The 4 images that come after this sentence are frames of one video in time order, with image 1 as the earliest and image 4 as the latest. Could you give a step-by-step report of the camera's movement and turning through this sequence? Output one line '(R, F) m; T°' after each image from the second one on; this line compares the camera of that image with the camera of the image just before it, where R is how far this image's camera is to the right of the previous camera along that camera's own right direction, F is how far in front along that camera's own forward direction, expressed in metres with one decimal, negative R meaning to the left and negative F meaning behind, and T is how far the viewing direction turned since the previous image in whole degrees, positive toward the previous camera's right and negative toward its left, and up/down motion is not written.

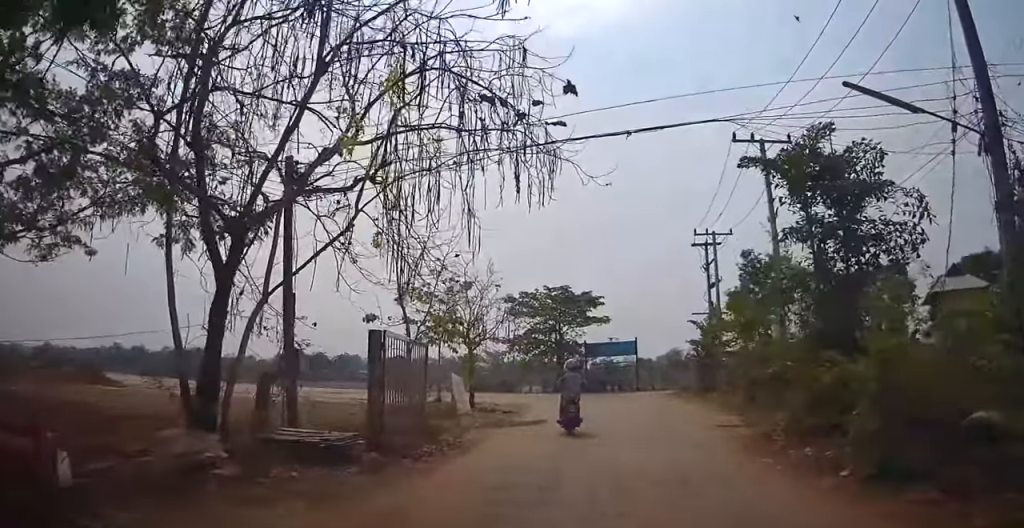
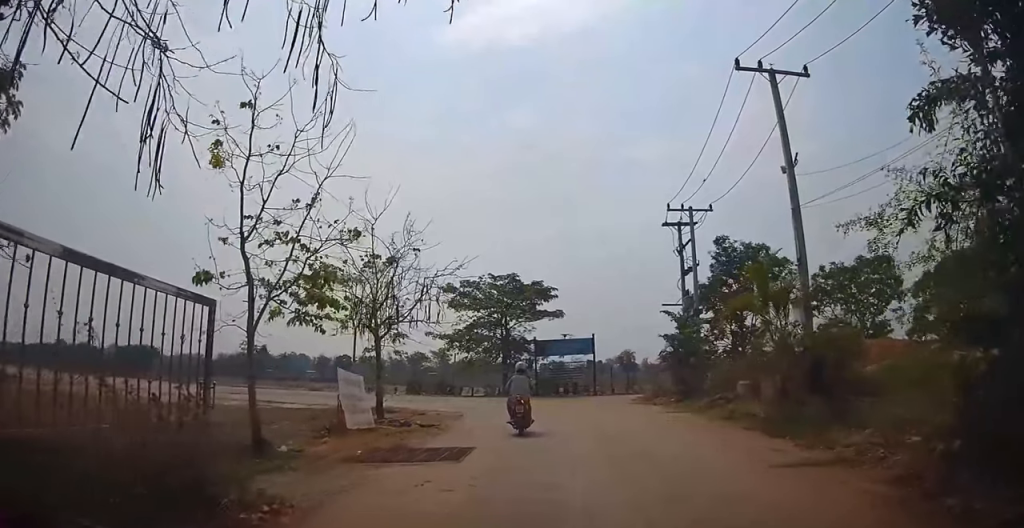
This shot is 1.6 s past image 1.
(+0.3, +5.9) m; +16°
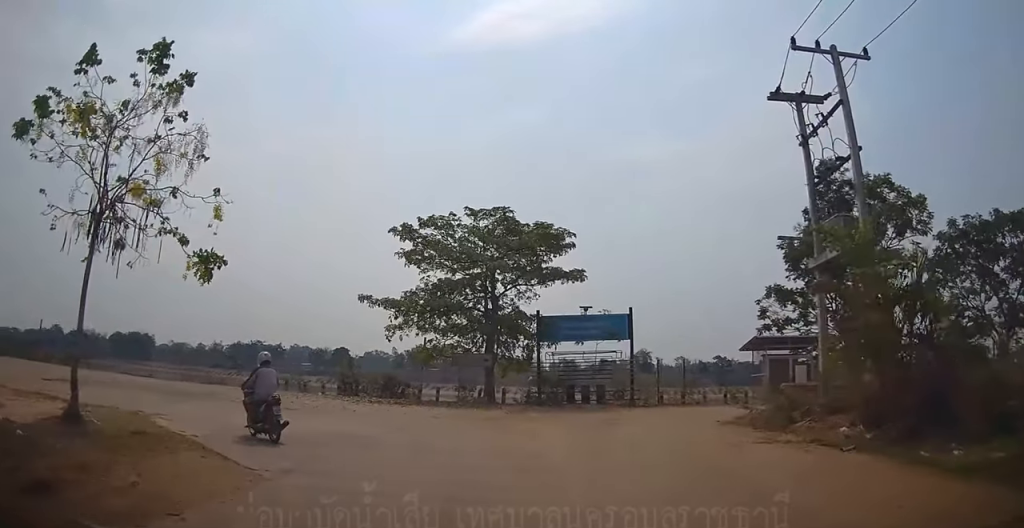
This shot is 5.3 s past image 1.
(+1.6, +13.3) m; -4°
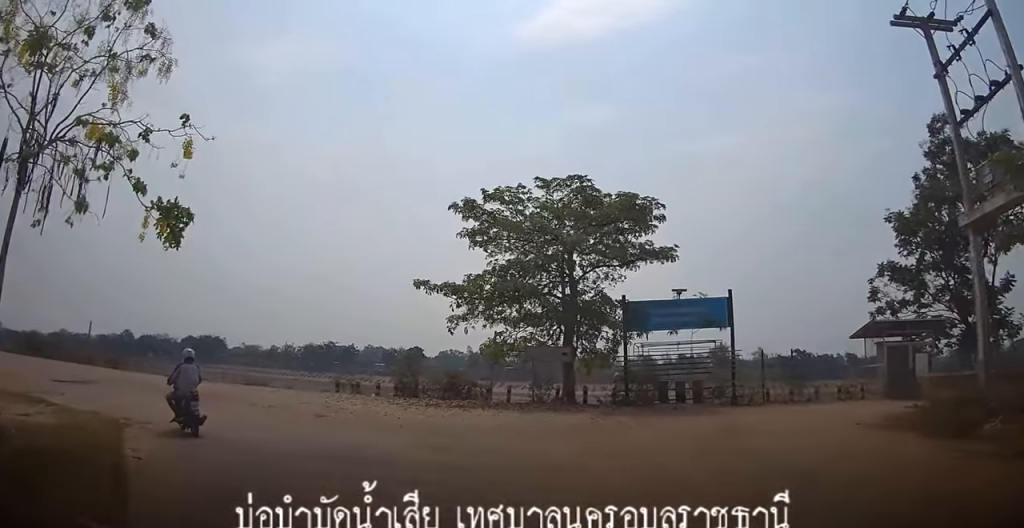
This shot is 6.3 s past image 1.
(-0.3, +4.2) m; -6°
